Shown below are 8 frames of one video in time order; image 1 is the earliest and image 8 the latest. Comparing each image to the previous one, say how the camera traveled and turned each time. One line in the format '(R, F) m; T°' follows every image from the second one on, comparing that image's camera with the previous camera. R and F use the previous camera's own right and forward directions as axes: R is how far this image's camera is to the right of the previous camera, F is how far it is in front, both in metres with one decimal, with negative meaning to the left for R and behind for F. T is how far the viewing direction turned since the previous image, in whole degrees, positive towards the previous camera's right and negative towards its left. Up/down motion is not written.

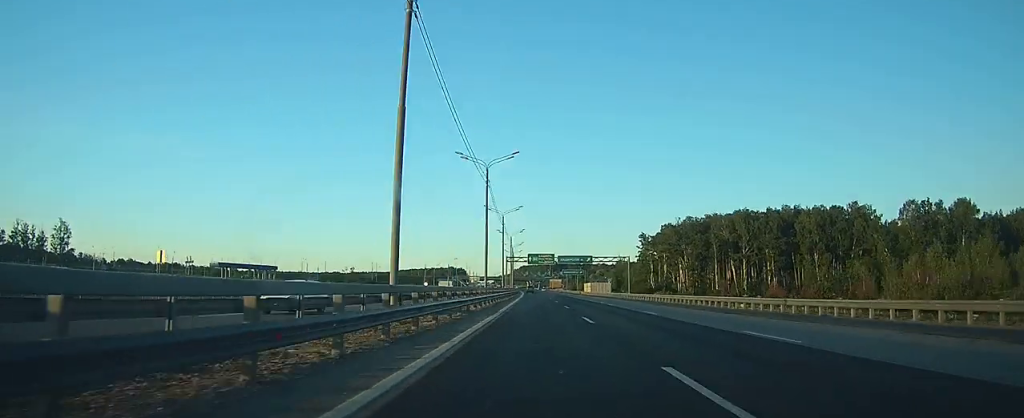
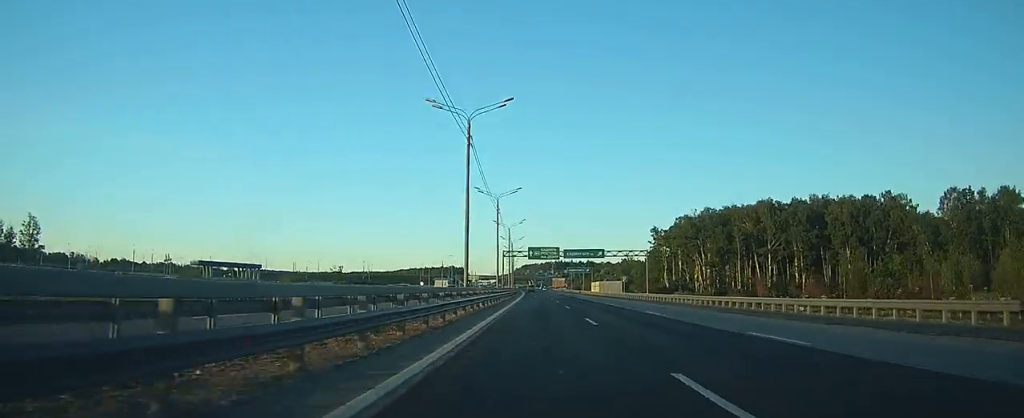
(-0.1, +16.7) m; 0°
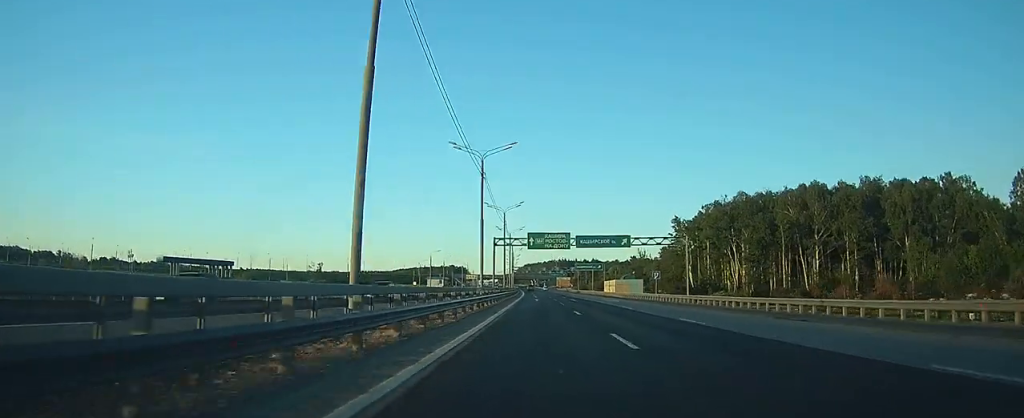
(-0.1, +24.4) m; 0°
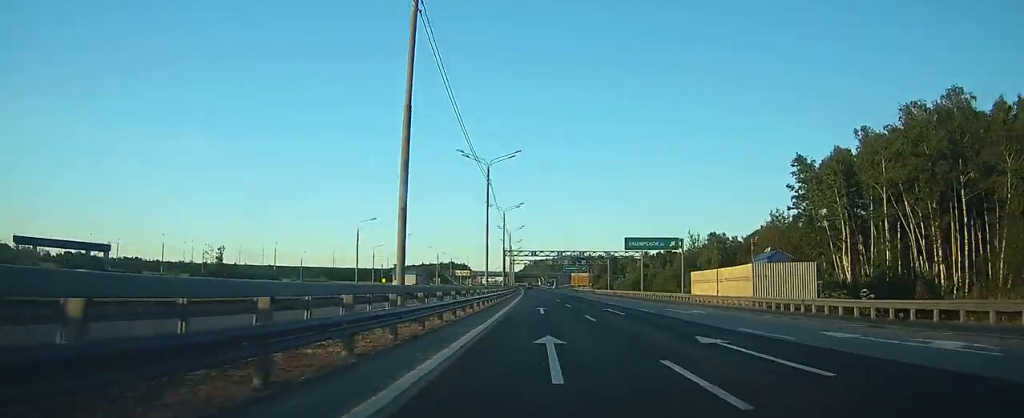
(-0.2, +69.9) m; -1°
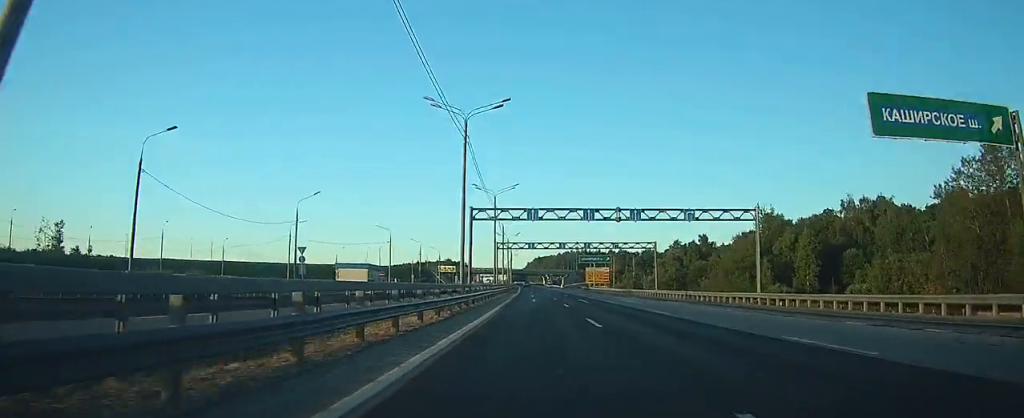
(-0.2, +52.3) m; 0°
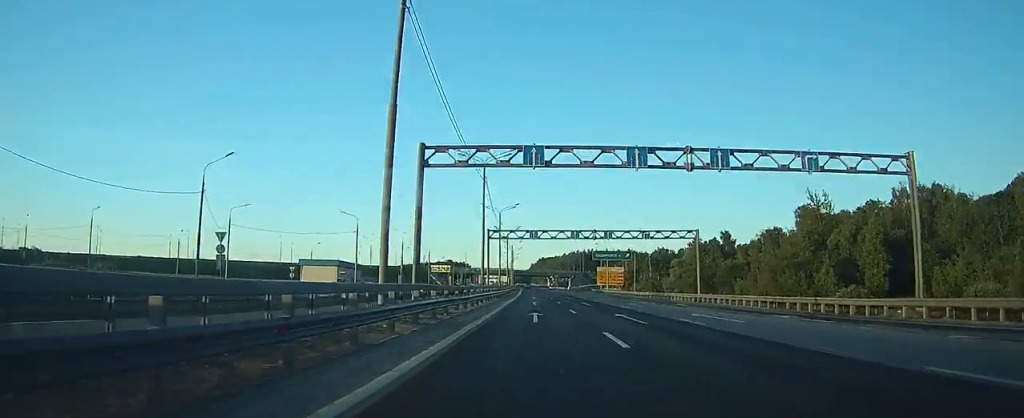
(0.0, +21.2) m; 0°
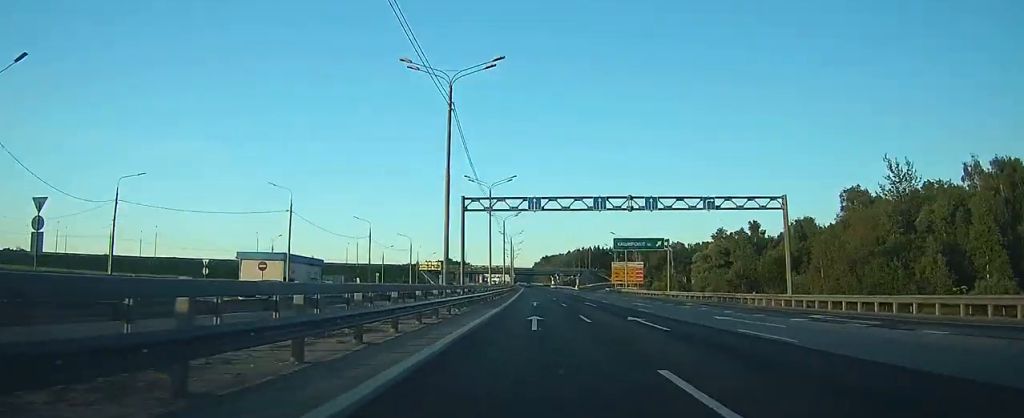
(-0.1, +23.5) m; 0°
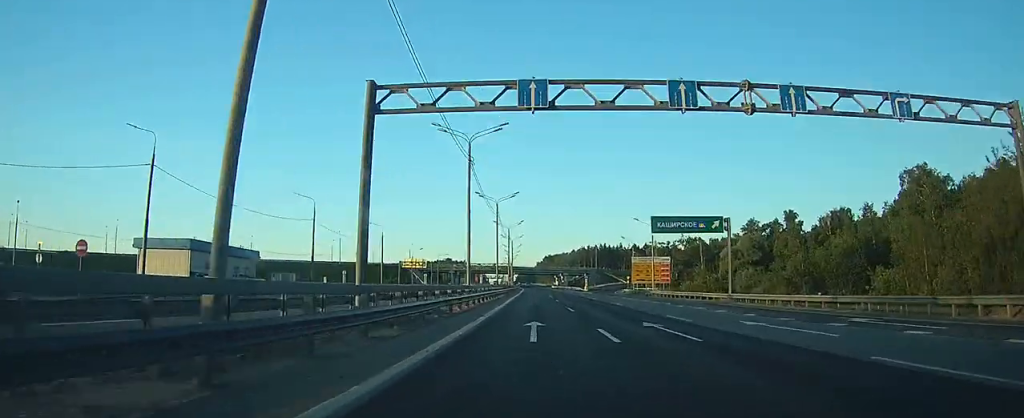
(-0.1, +23.5) m; 0°
